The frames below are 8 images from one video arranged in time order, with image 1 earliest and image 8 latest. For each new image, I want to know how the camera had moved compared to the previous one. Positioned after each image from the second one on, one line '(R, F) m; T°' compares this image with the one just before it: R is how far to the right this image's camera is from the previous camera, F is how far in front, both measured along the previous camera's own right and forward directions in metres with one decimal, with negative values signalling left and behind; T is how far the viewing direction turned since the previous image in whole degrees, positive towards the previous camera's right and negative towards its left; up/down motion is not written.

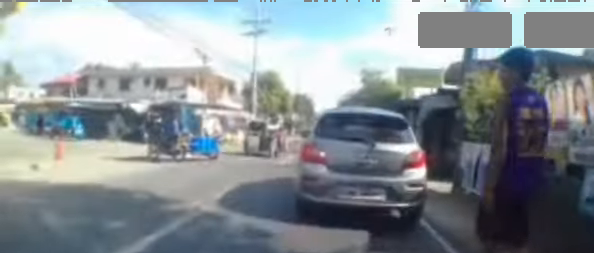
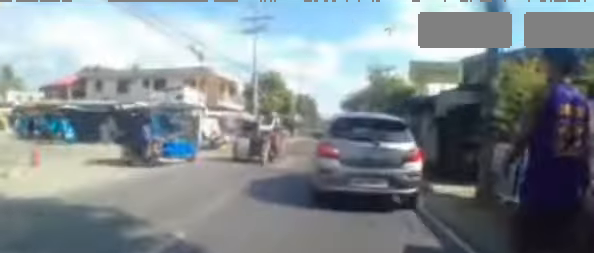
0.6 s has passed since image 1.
(-0.1, +1.0) m; +7°
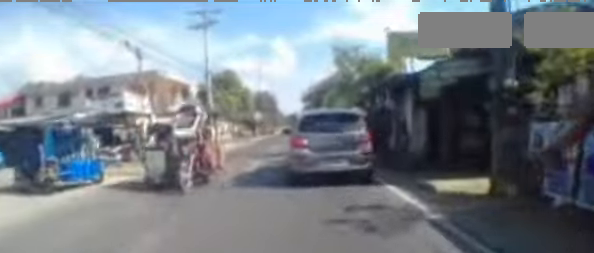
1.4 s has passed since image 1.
(+0.3, +2.2) m; +6°
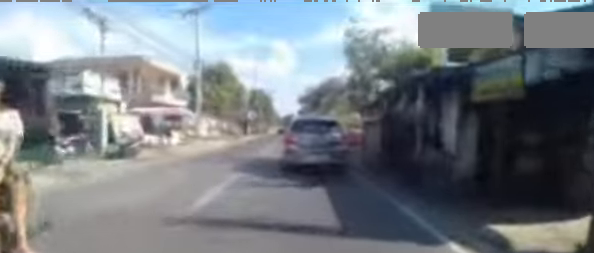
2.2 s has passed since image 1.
(+0.1, +3.2) m; +2°
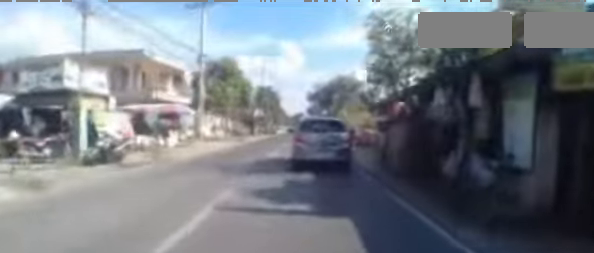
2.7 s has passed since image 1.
(0.0, +1.9) m; 0°
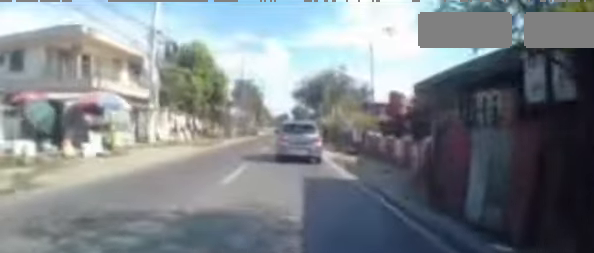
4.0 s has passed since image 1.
(0.0, +7.0) m; 0°
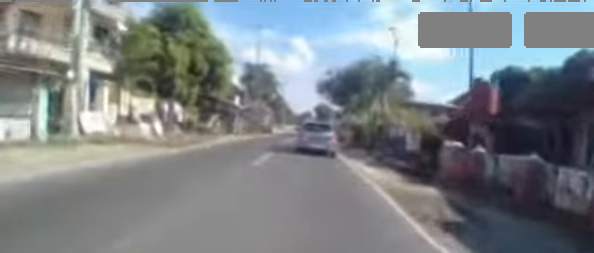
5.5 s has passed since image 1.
(0.0, +9.1) m; 0°
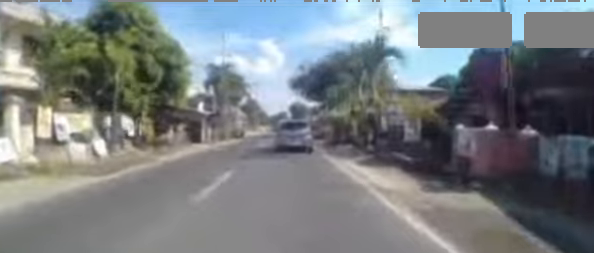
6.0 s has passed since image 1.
(0.0, +2.9) m; +1°
